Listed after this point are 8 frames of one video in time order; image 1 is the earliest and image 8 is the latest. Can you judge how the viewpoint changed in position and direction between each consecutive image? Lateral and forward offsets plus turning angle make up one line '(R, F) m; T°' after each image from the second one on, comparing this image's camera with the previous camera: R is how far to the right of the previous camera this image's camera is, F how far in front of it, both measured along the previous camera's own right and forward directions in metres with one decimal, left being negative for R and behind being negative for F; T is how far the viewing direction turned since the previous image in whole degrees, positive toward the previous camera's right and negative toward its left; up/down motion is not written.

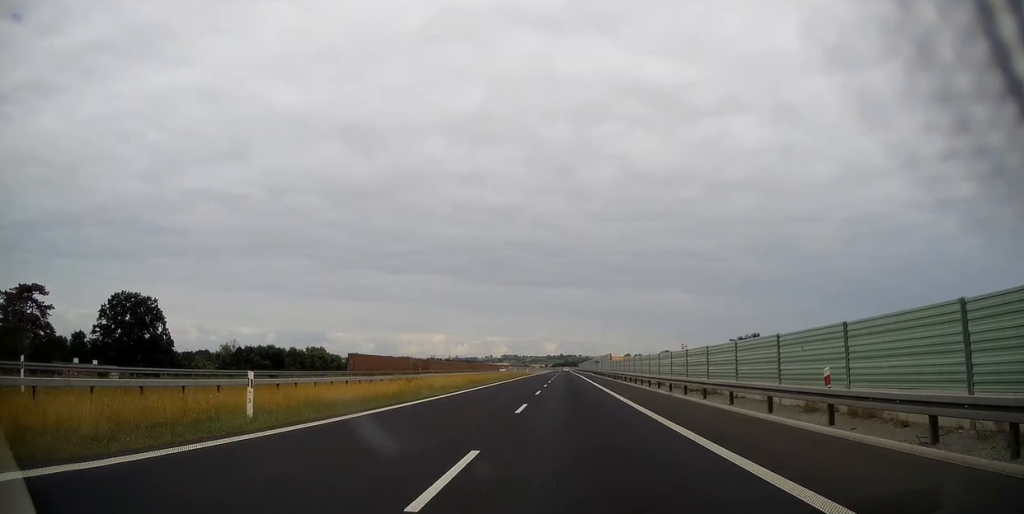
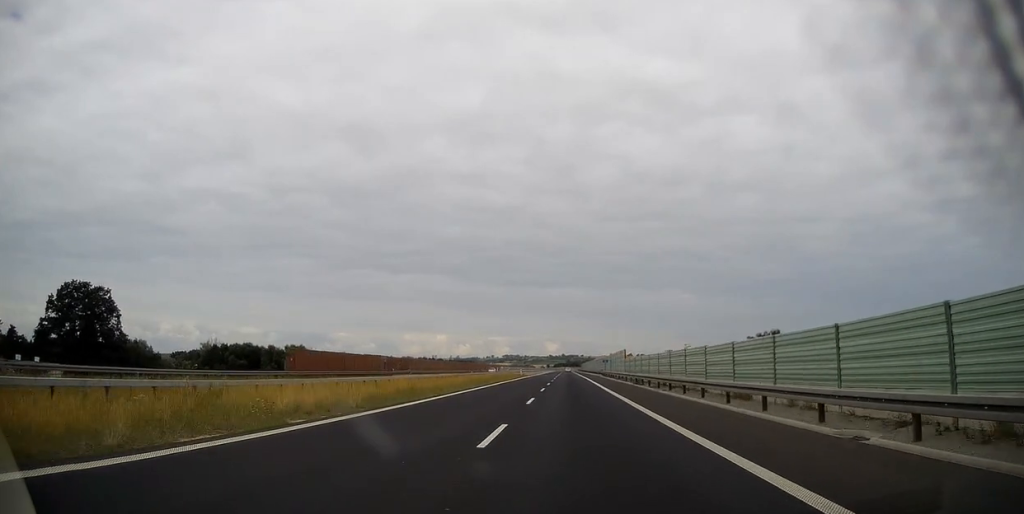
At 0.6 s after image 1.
(0.0, +19.5) m; 0°
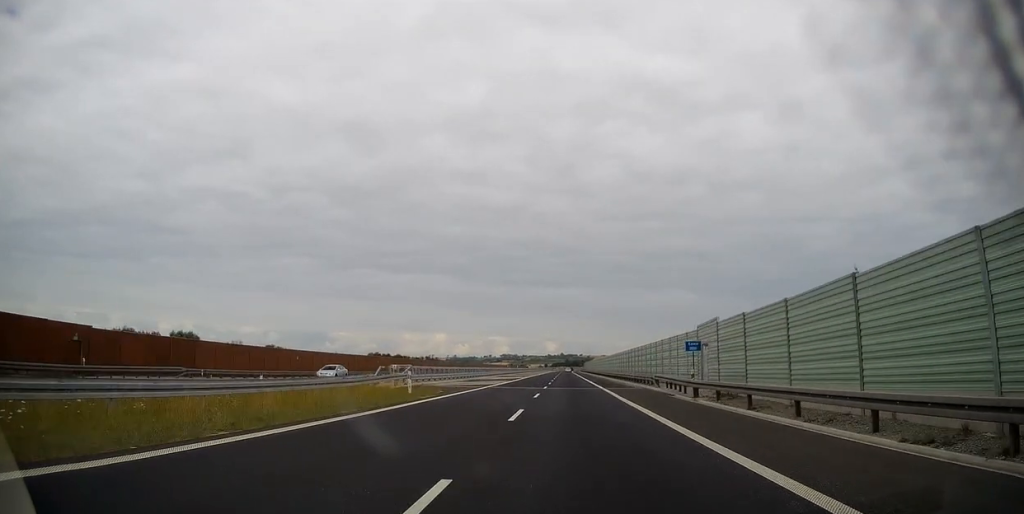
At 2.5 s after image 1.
(+0.1, +66.3) m; 0°
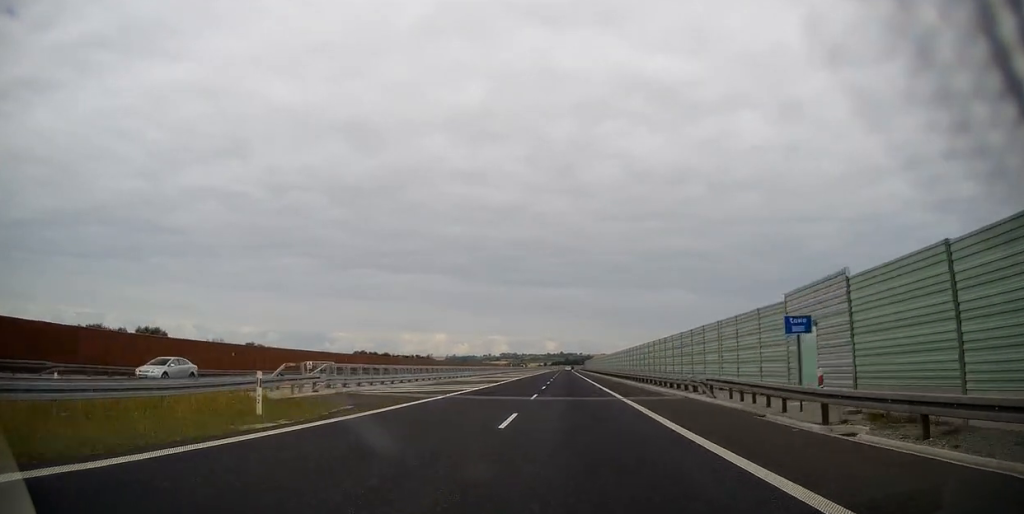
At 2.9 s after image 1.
(0.0, +13.7) m; 0°
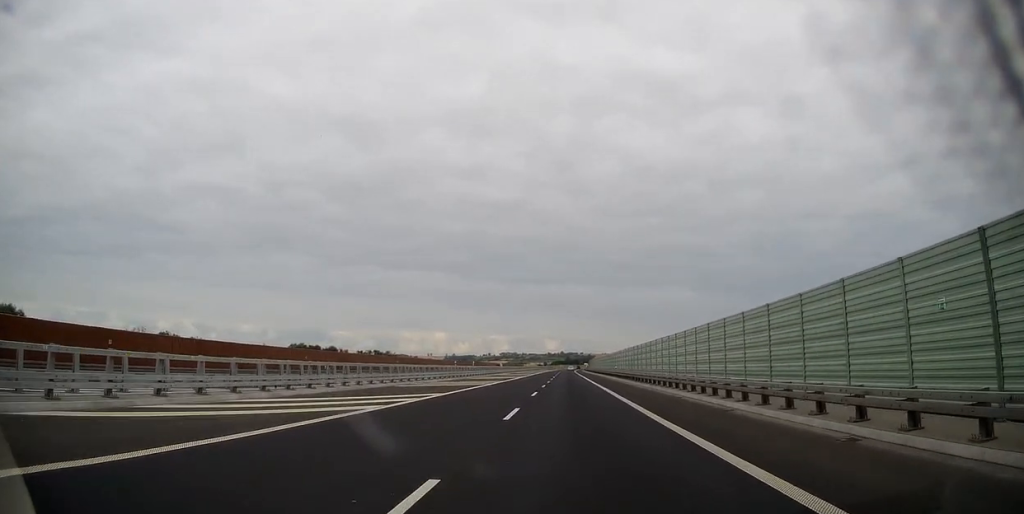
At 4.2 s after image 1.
(0.0, +45.8) m; 0°
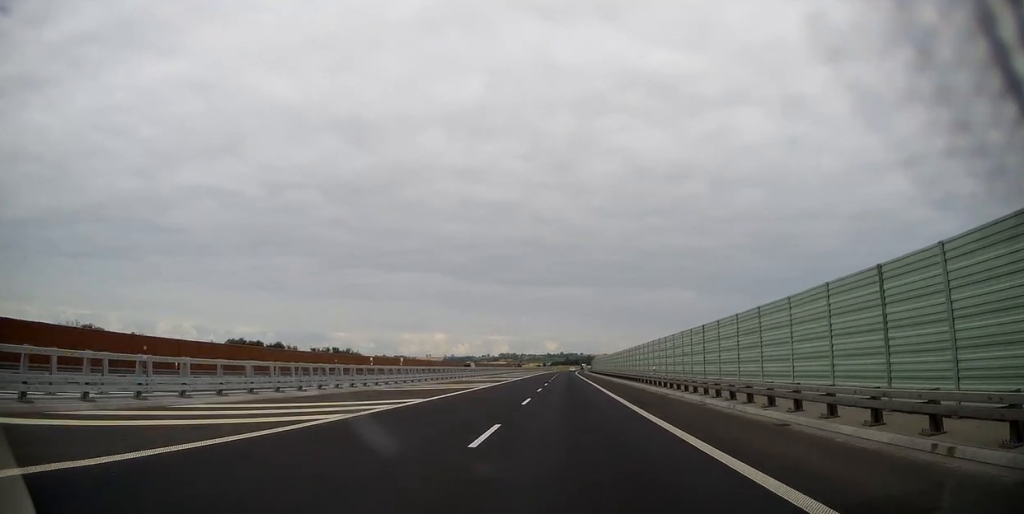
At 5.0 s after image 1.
(0.0, +27.6) m; 0°
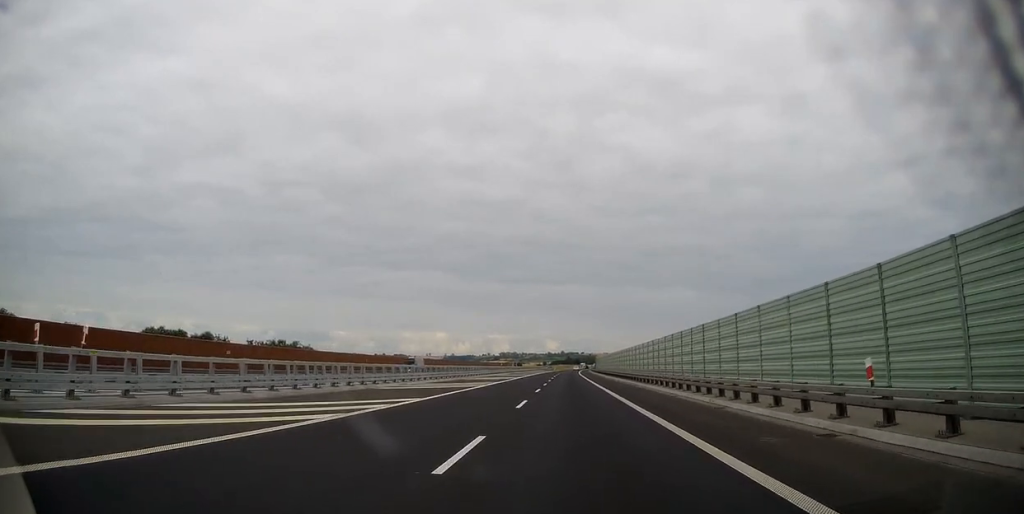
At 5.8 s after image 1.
(0.0, +26.5) m; 0°
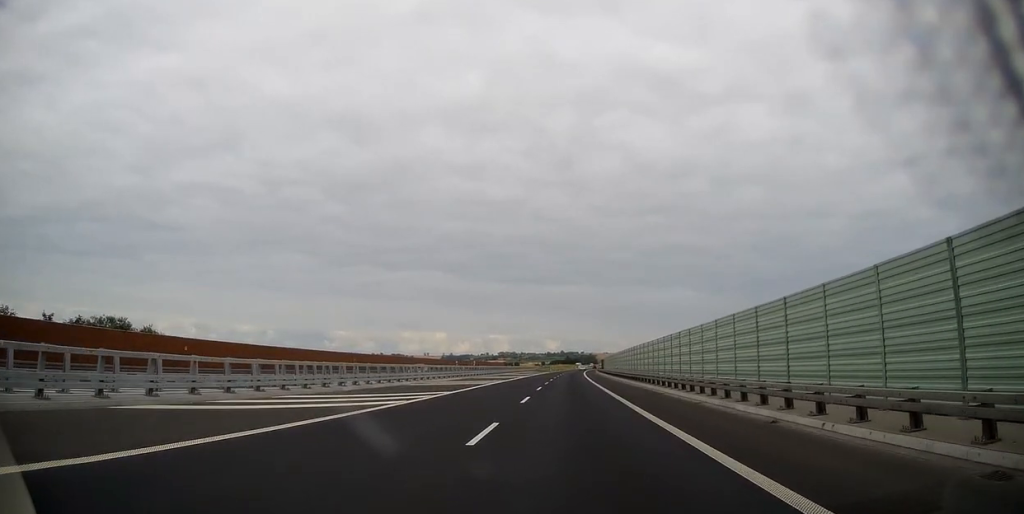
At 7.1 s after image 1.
(0.0, +45.1) m; 0°
